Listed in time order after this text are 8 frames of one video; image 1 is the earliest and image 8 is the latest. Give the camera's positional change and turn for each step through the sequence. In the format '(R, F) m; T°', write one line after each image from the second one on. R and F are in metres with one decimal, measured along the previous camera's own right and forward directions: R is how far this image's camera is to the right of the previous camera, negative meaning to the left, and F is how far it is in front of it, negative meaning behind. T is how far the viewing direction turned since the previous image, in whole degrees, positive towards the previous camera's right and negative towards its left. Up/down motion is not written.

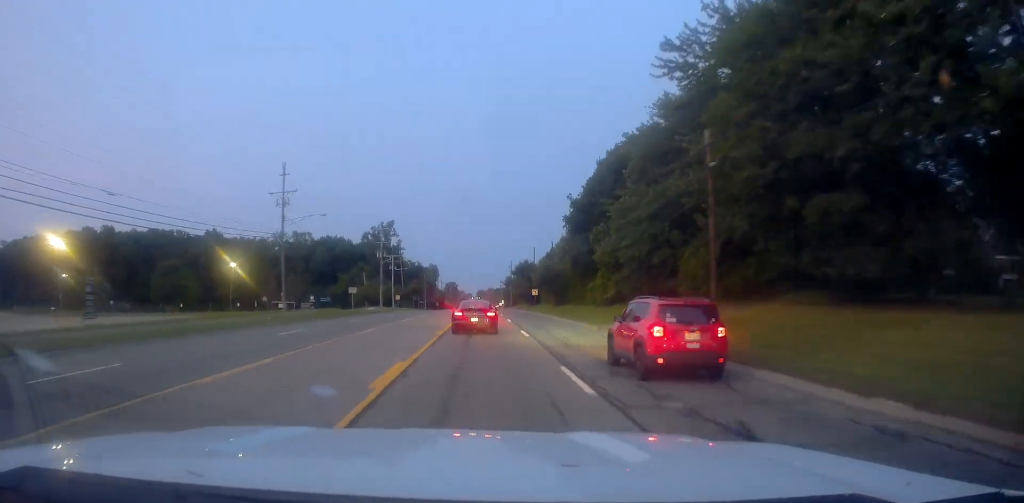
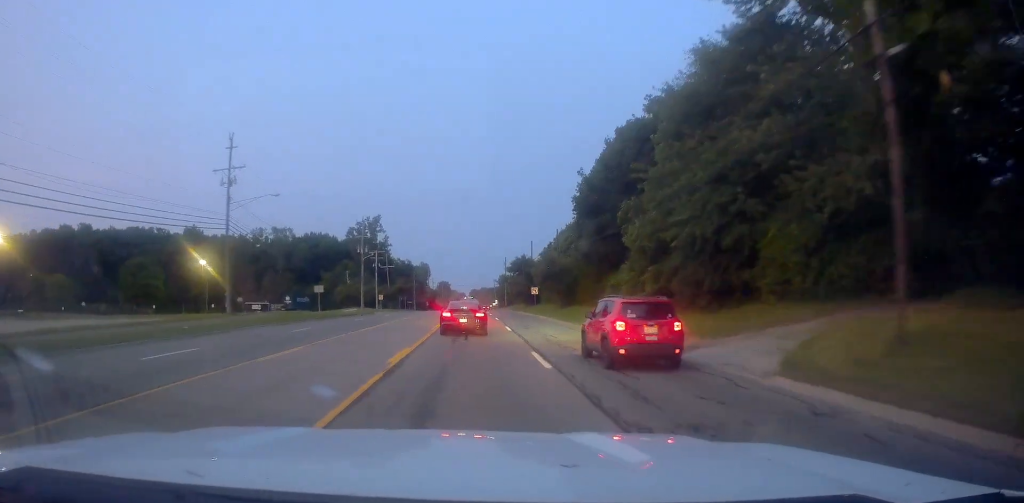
(0.0, +10.7) m; -1°
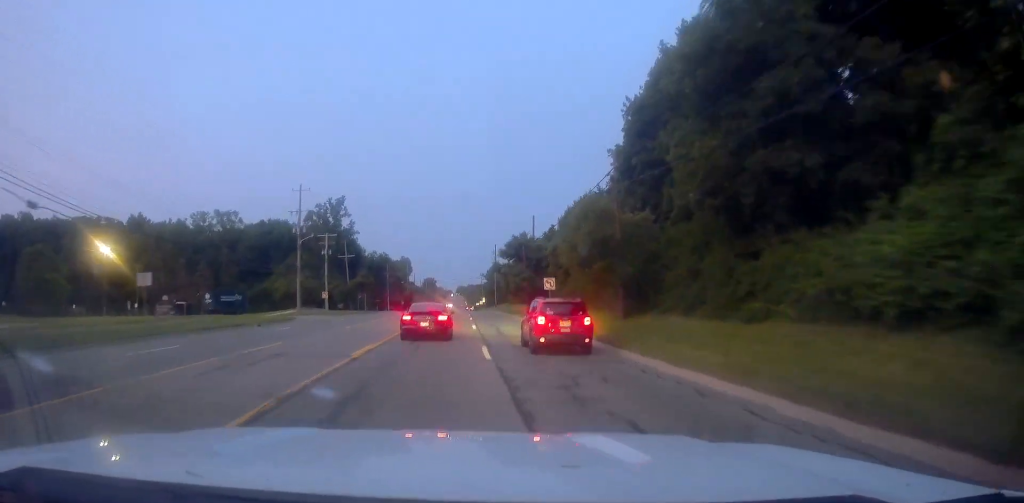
(-0.9, +27.7) m; -1°
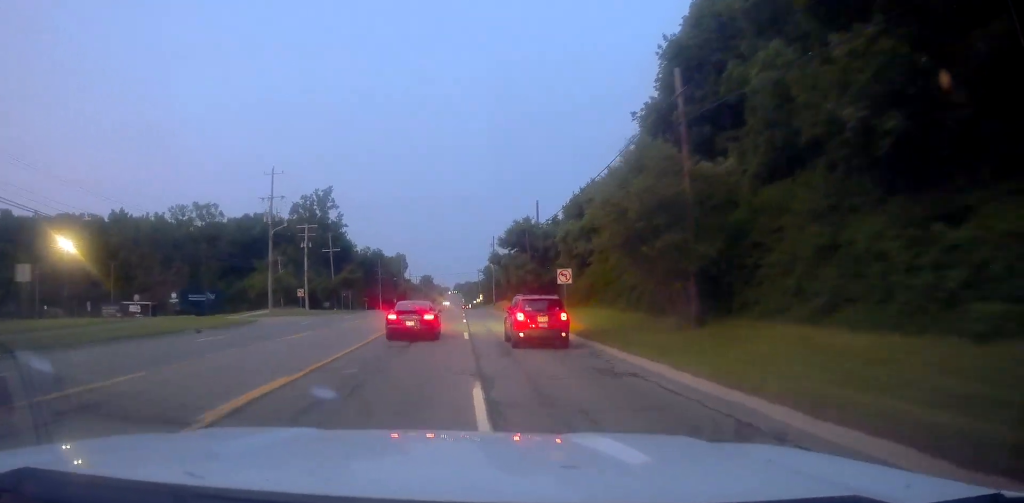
(+0.2, +9.0) m; +1°
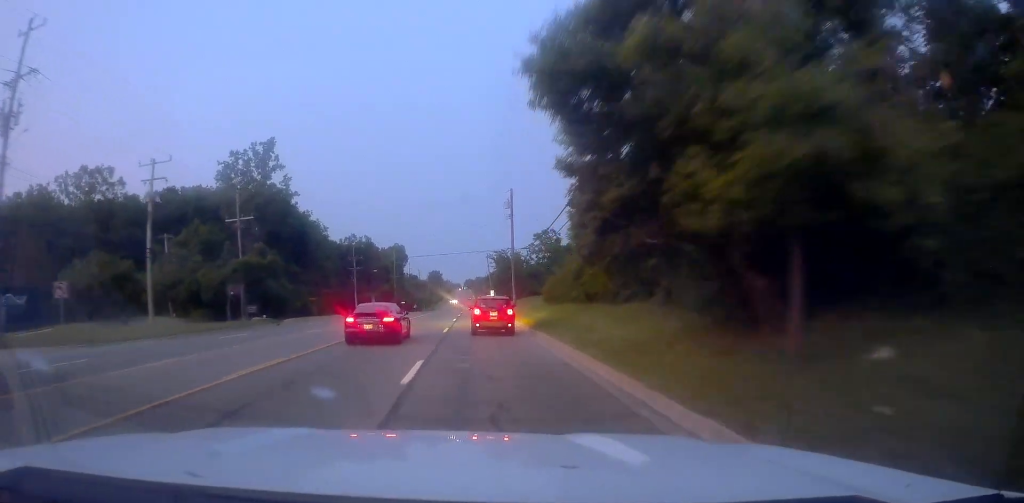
(+2.2, +41.0) m; +2°
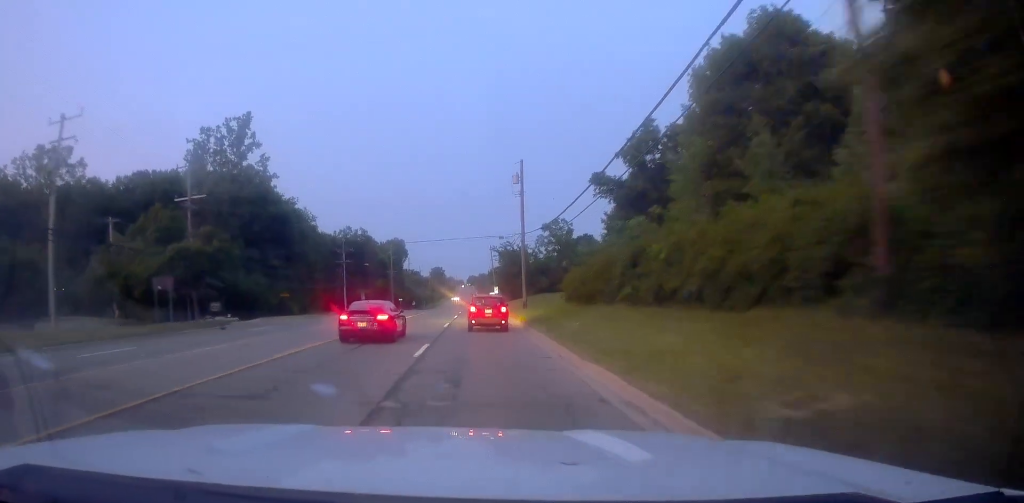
(-0.3, +11.1) m; -1°
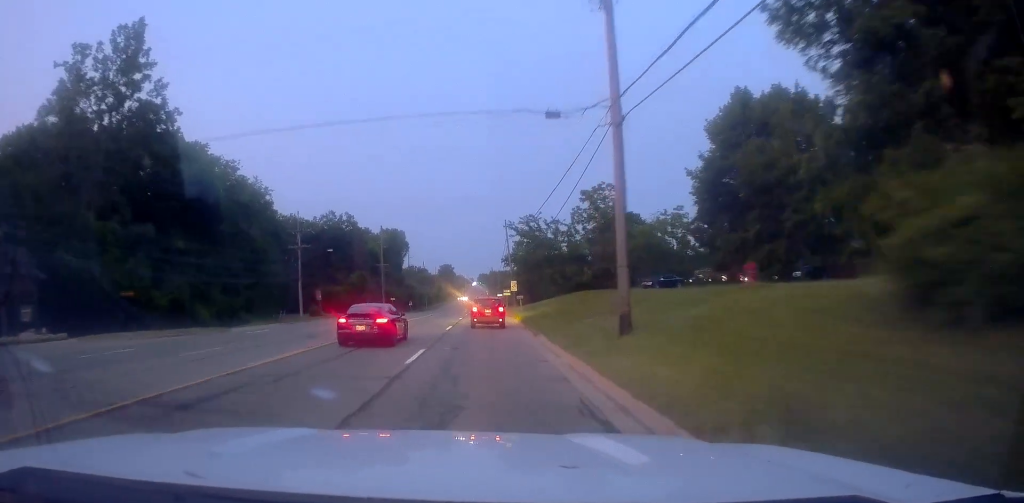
(-0.2, +30.2) m; -1°
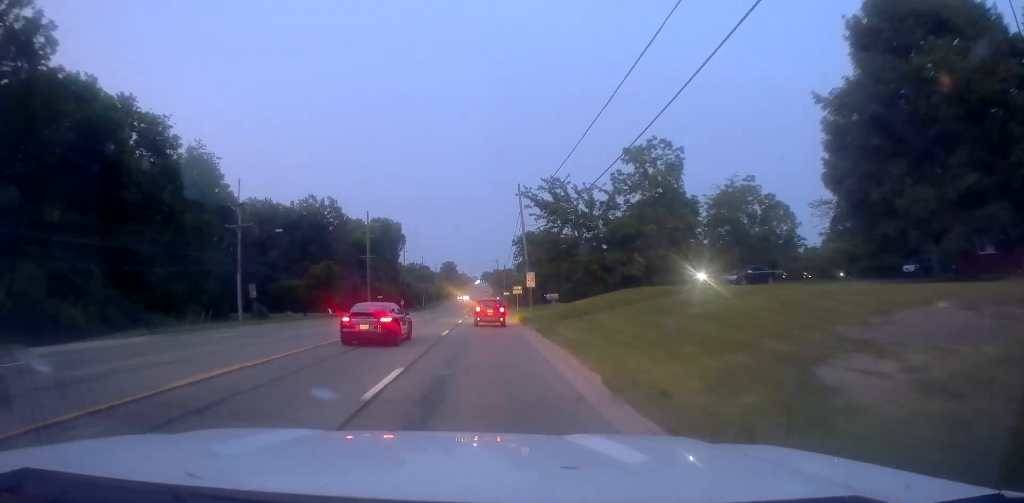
(-0.1, +20.0) m; -2°
